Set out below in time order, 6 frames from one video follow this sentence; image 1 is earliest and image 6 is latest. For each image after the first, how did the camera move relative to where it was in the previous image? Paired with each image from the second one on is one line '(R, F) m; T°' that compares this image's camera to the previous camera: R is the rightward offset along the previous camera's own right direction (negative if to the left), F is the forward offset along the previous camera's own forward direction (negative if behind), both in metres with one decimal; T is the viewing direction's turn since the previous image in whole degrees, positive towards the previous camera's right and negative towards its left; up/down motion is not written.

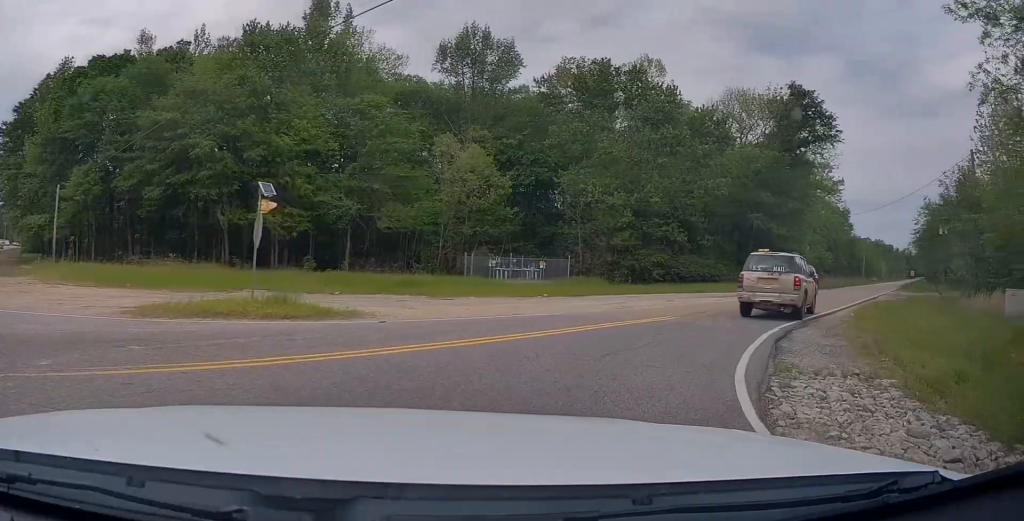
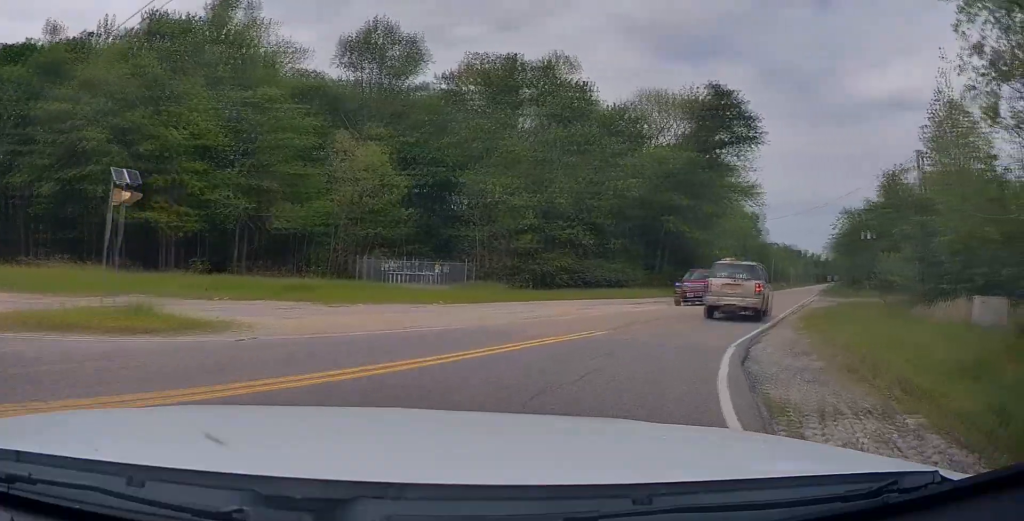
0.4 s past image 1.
(-0.1, +2.4) m; +13°
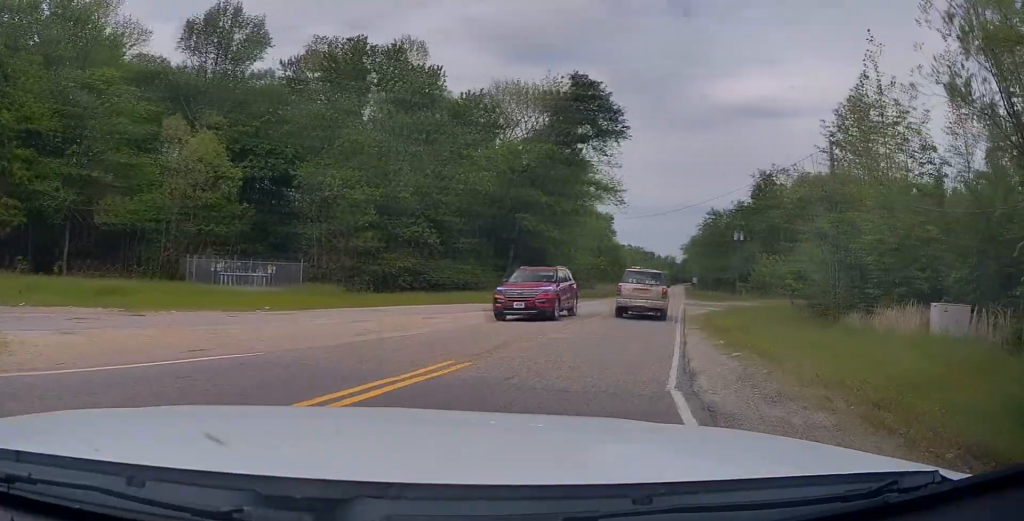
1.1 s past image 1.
(+1.0, +4.0) m; +13°
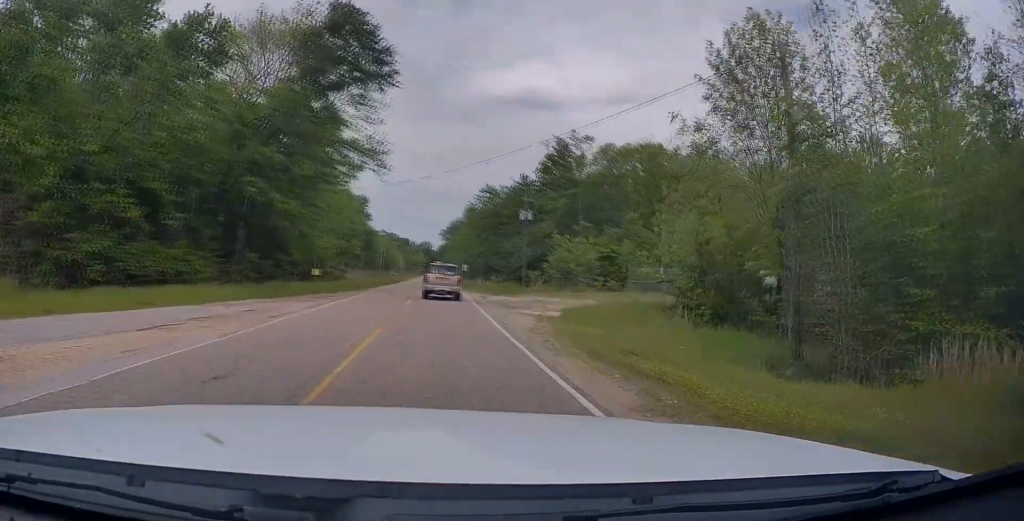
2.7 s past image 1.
(+2.0, +11.8) m; +21°
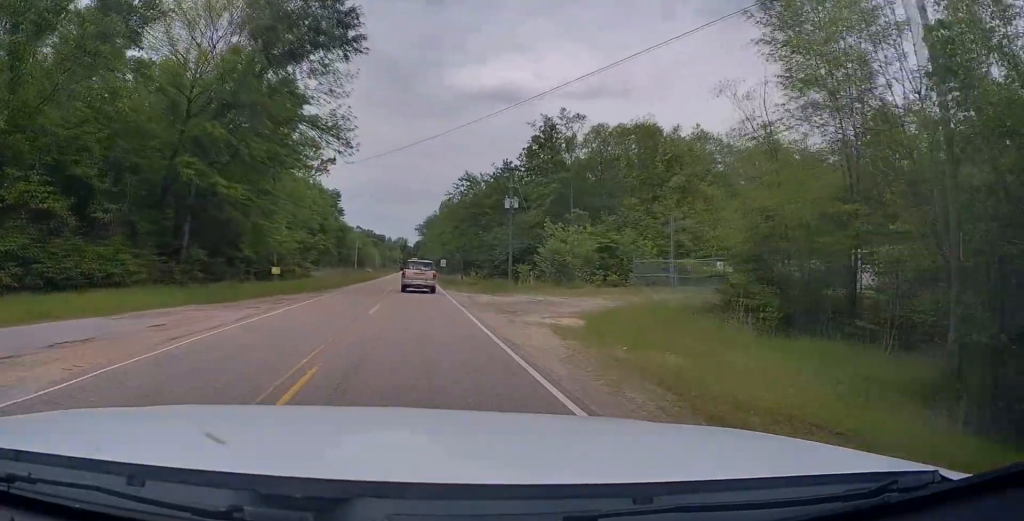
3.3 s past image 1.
(+0.9, +5.7) m; +7°
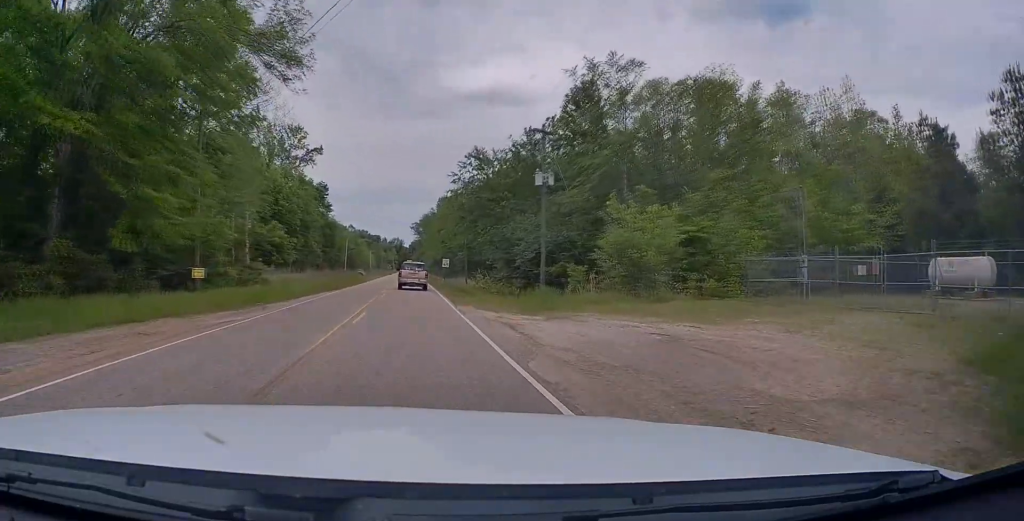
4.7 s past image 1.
(+0.8, +13.8) m; 0°
